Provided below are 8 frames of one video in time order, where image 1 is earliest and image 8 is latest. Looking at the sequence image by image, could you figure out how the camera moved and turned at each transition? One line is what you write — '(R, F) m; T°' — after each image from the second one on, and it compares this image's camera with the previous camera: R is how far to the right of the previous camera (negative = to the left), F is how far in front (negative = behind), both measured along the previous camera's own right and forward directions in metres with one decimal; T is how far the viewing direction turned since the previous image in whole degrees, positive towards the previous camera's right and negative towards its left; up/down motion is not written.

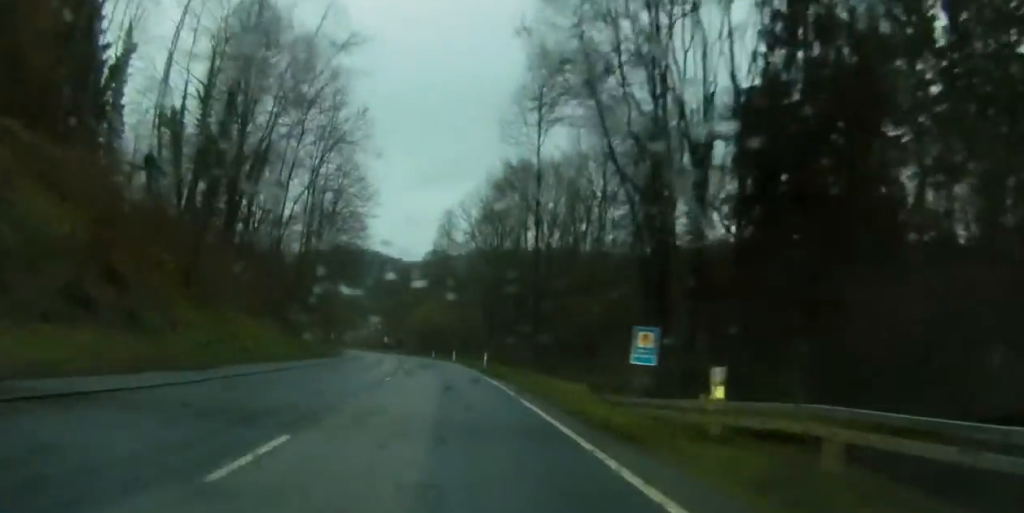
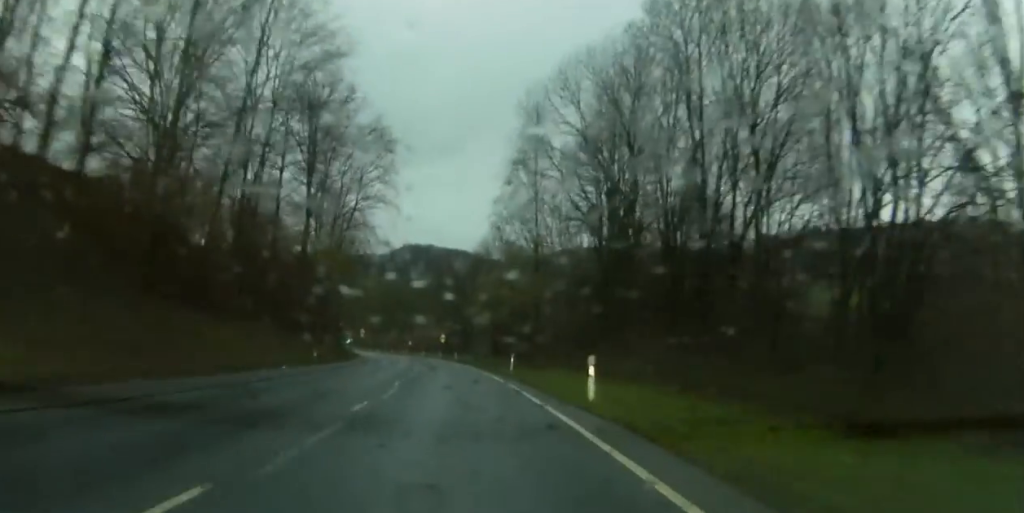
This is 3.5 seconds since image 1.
(-4.0, +60.4) m; -6°
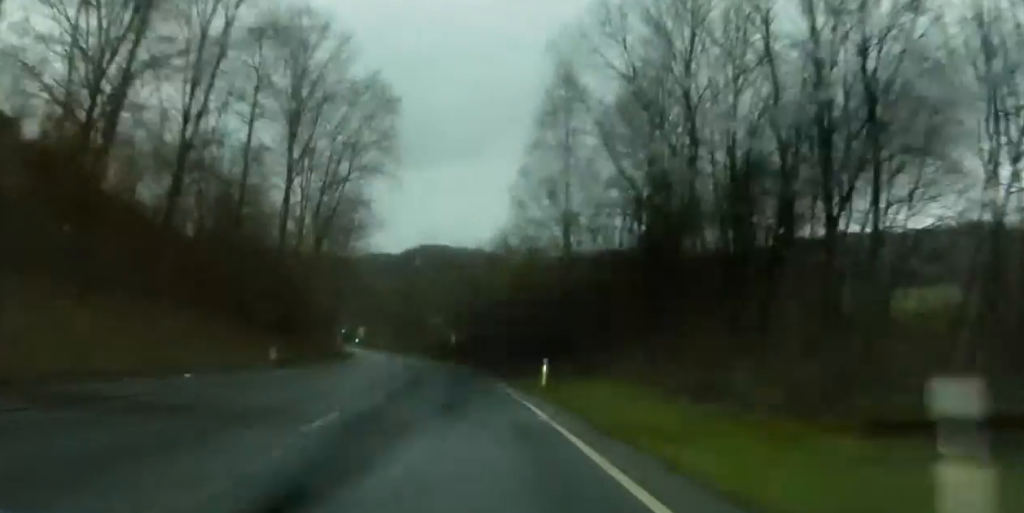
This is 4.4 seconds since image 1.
(+0.1, +15.4) m; -1°
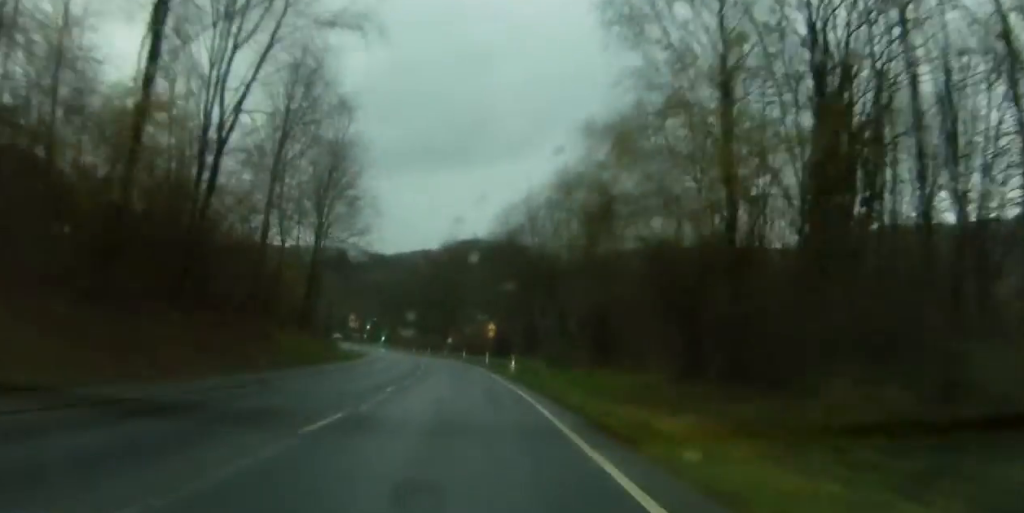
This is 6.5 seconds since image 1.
(-0.8, +36.4) m; -2°
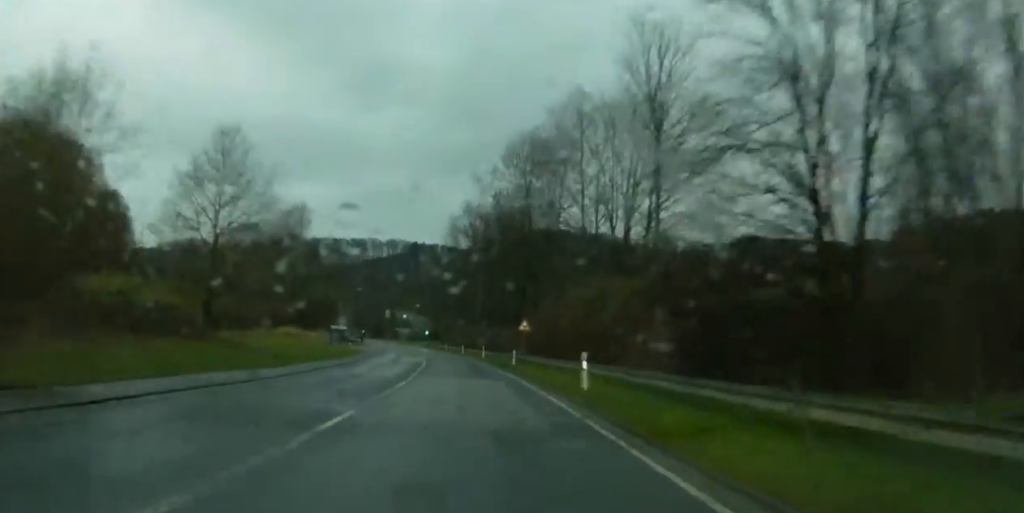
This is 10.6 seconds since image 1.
(-2.4, +73.0) m; -5°
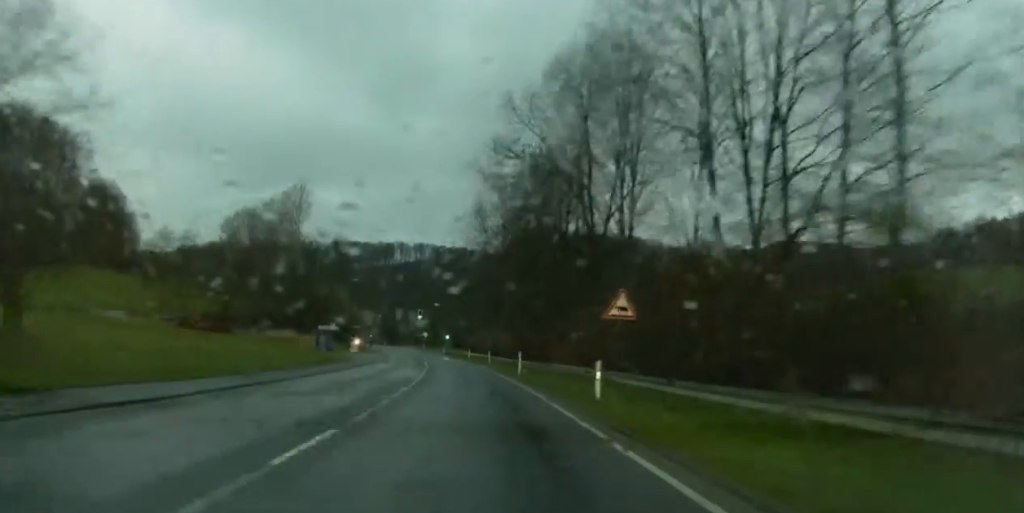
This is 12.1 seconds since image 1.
(-0.5, +28.9) m; -2°
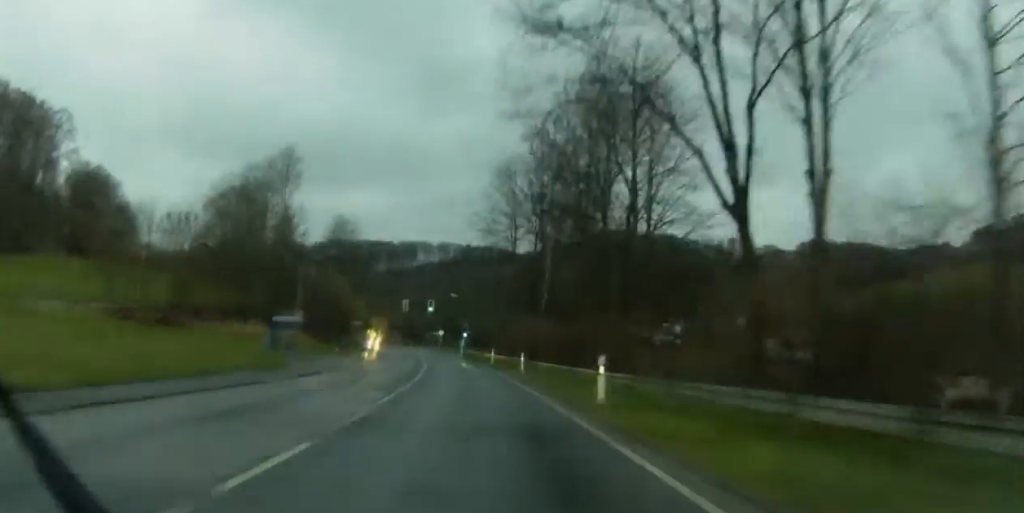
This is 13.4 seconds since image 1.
(-0.3, +26.8) m; -2°
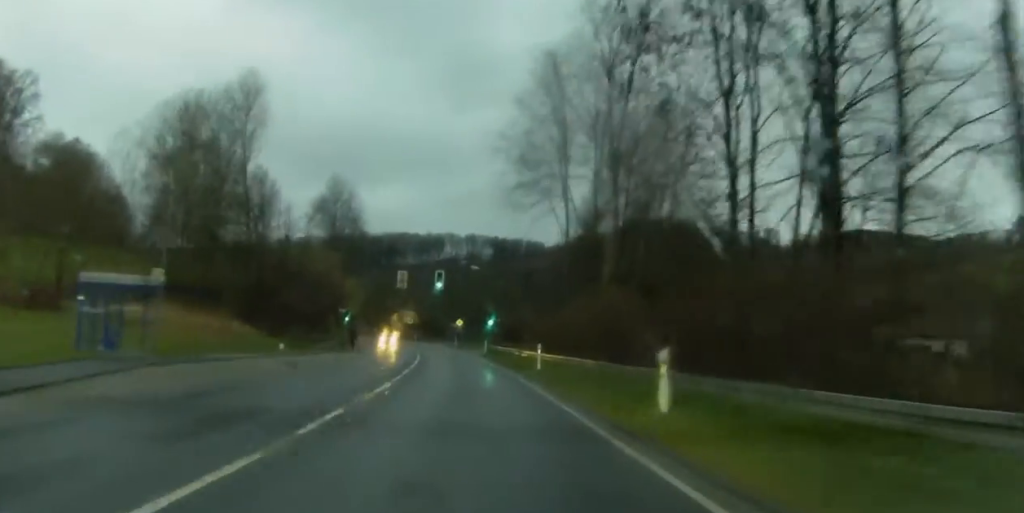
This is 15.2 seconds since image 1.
(-0.8, +36.4) m; -3°
